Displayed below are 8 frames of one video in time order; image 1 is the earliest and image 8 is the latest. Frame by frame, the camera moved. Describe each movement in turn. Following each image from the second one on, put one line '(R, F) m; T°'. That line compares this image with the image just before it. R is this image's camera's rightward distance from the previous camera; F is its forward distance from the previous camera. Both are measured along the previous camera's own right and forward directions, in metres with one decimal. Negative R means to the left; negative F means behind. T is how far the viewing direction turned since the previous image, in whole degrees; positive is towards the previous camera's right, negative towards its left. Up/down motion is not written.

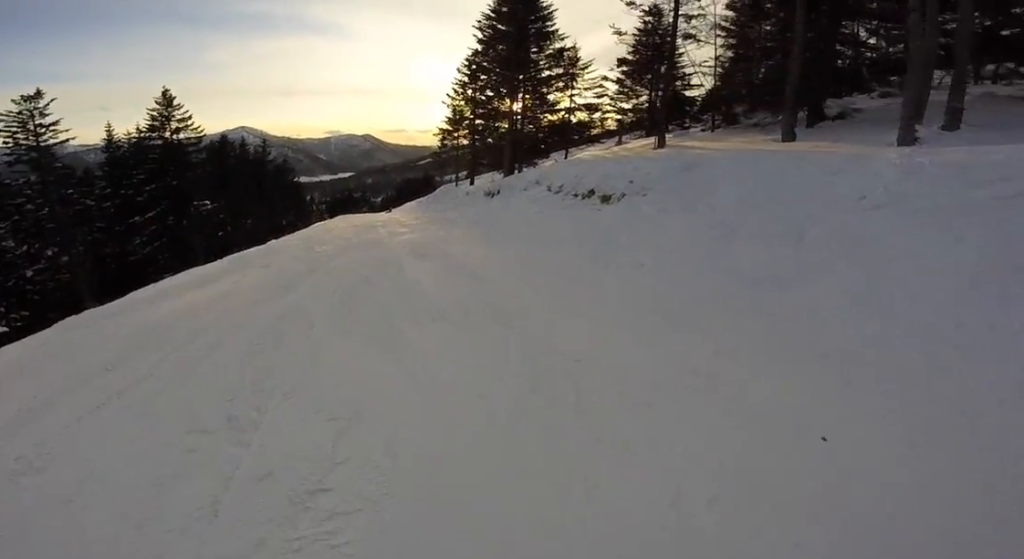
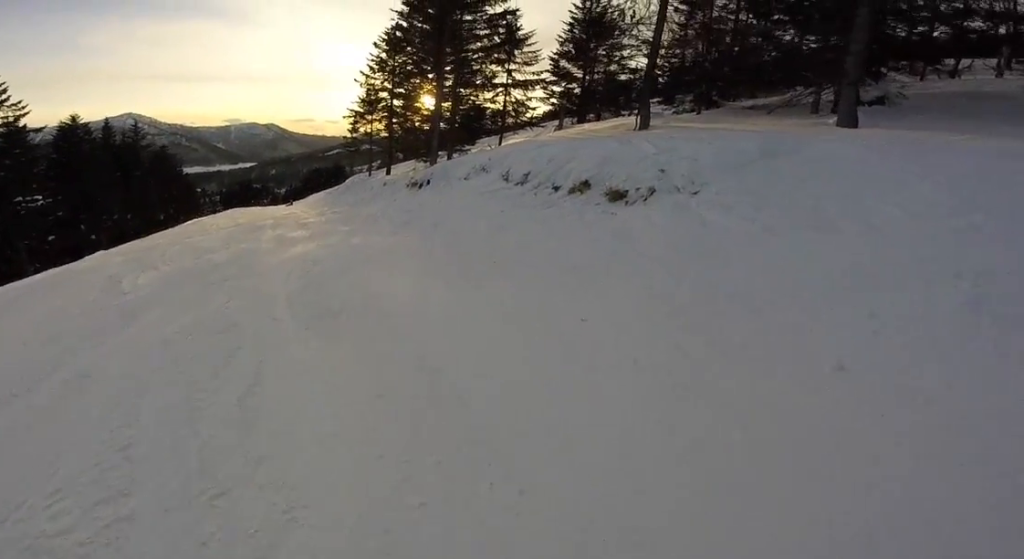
(0.0, +5.6) m; 0°
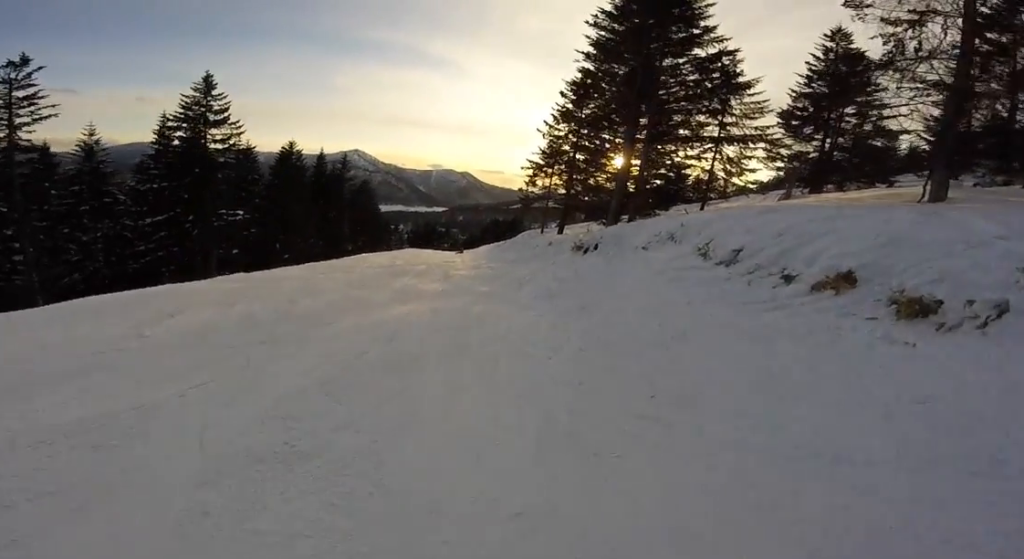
(0.0, +3.1) m; 0°
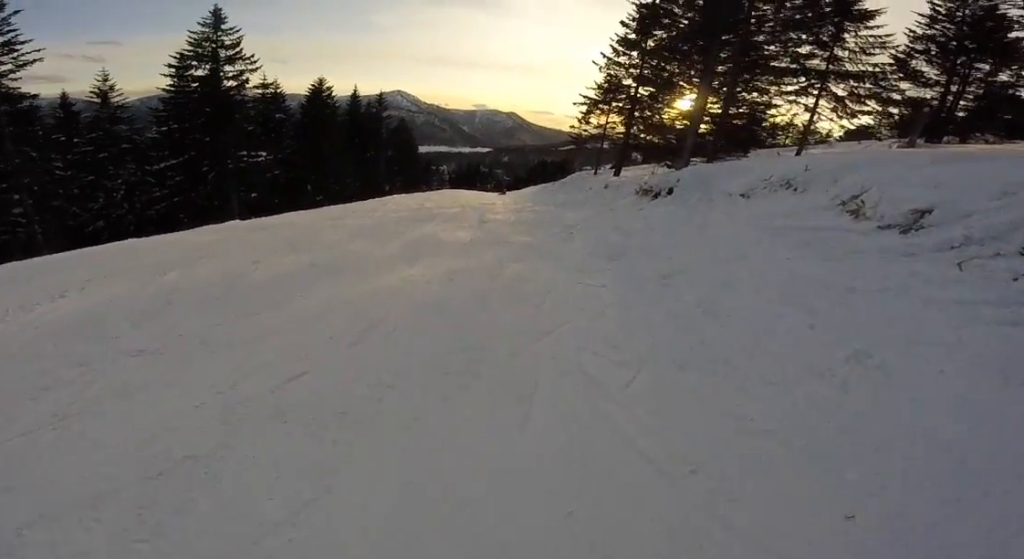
(0.0, +3.0) m; +1°
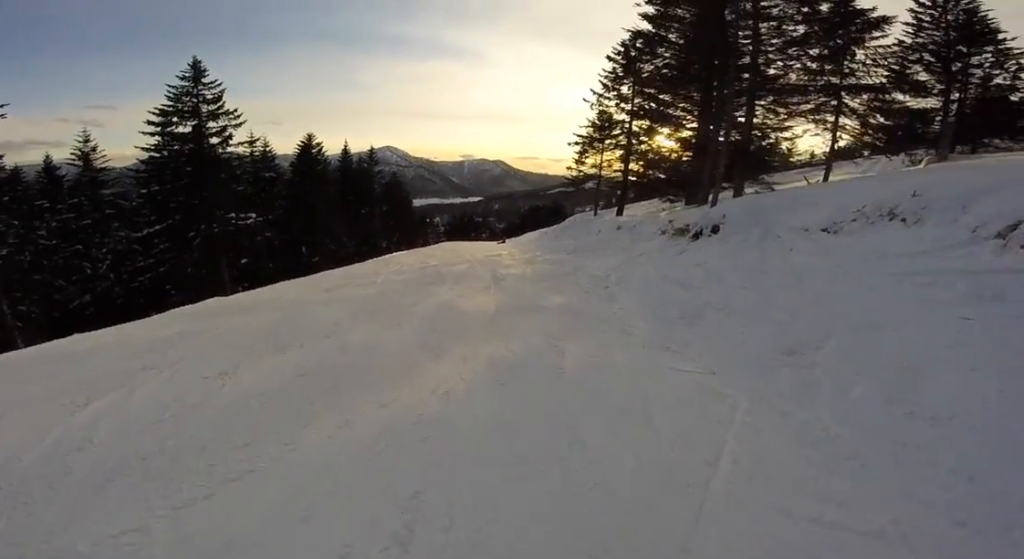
(0.0, +2.3) m; +3°
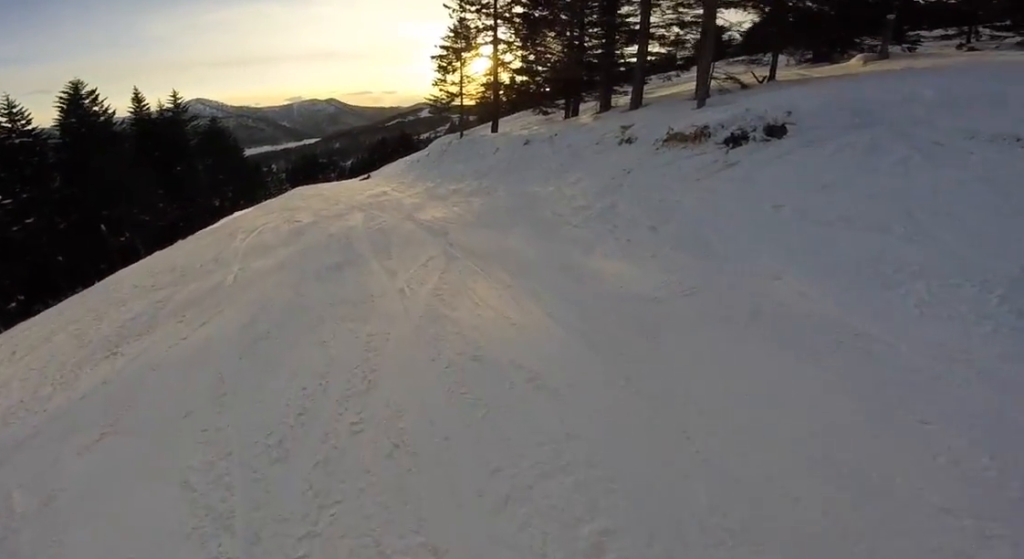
(+0.7, +5.9) m; +7°
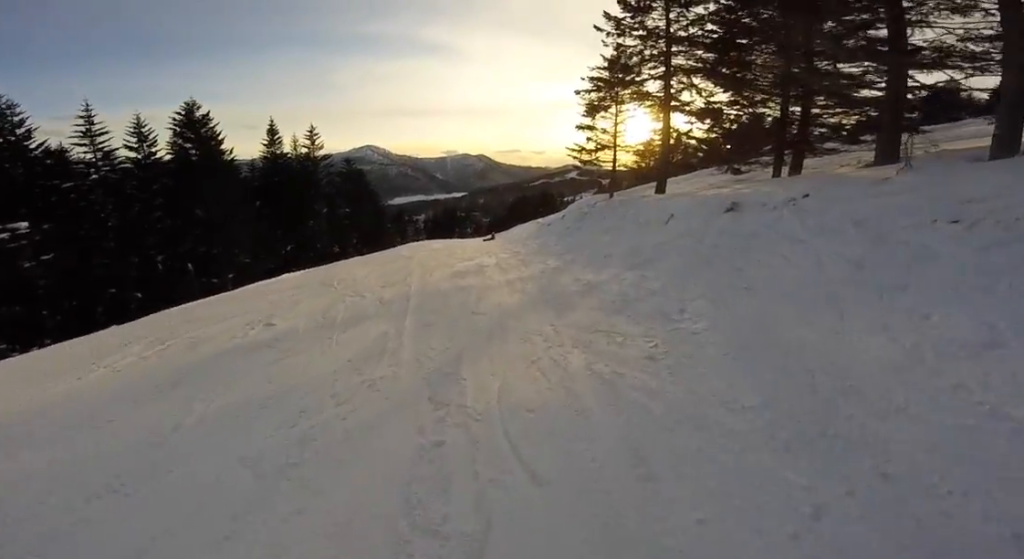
(-0.7, +6.7) m; -10°
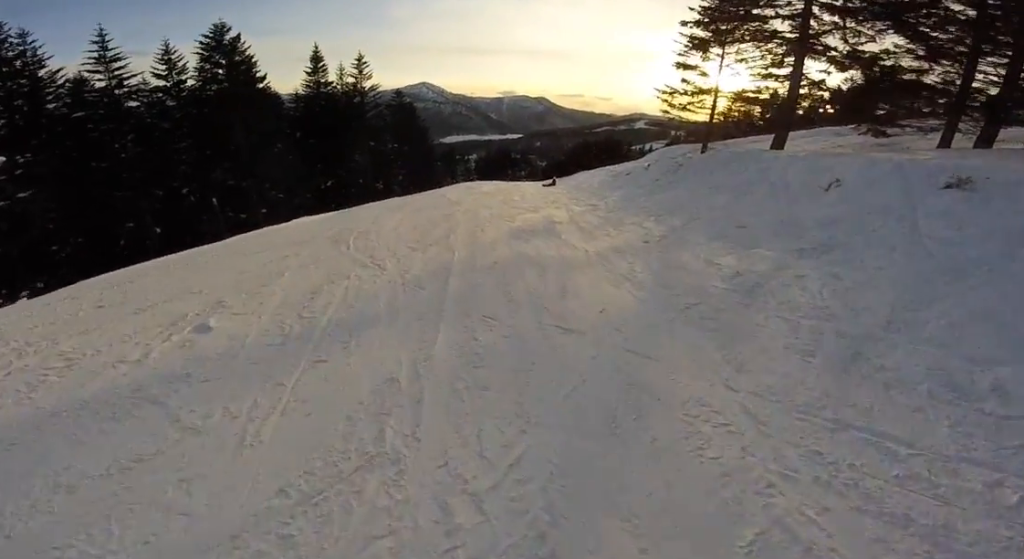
(-0.1, +3.1) m; +2°
